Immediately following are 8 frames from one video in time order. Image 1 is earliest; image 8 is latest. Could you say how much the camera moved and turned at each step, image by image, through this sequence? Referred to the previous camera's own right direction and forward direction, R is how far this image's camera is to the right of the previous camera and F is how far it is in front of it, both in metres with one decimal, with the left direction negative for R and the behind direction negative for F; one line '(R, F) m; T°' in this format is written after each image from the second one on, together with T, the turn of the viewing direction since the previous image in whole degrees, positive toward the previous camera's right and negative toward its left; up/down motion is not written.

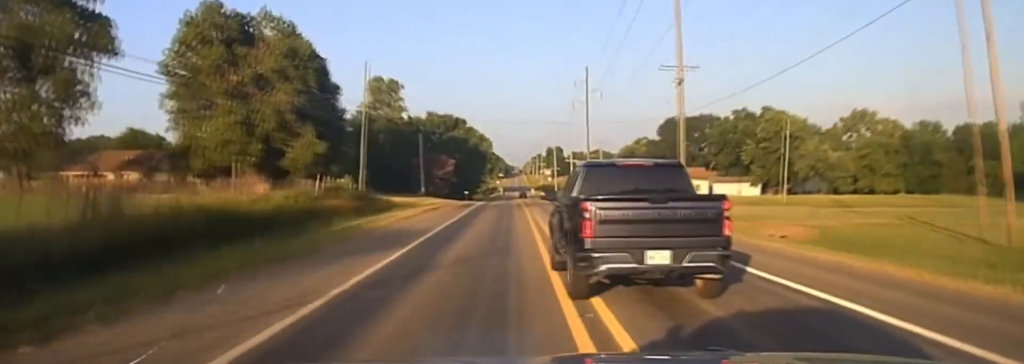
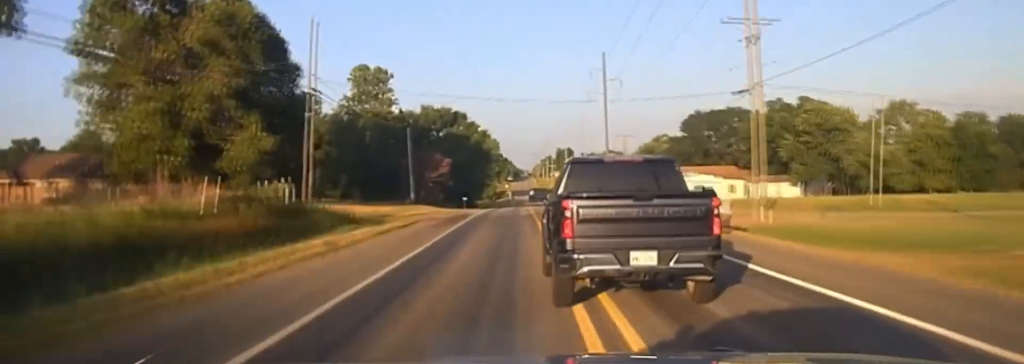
(+0.1, +19.6) m; 0°
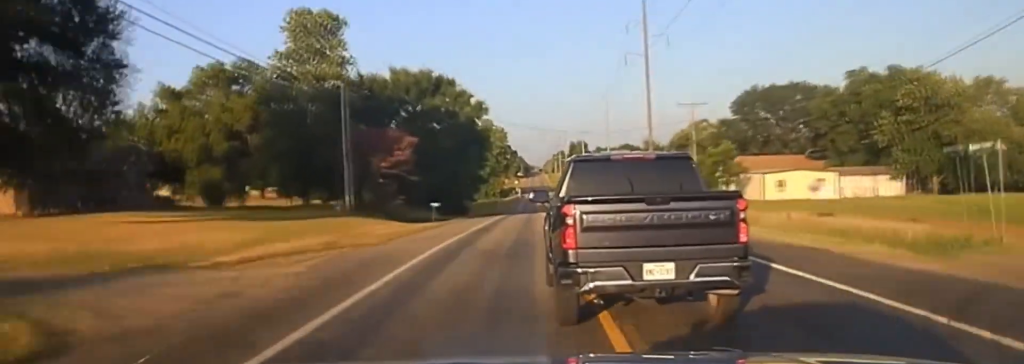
(0.0, +35.2) m; 0°
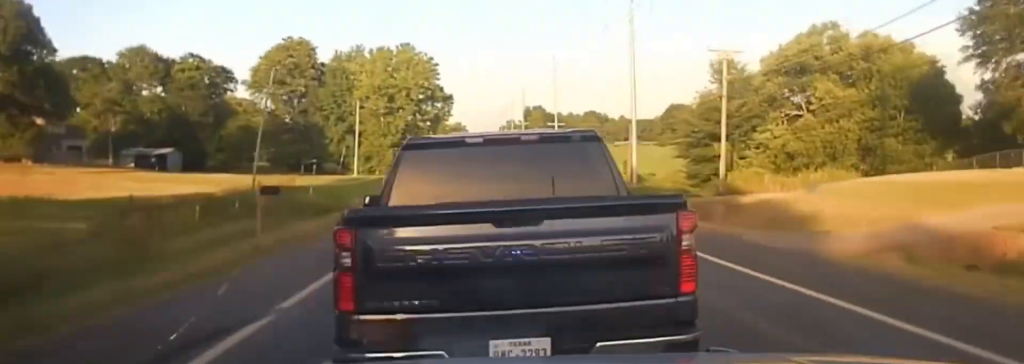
(+0.7, +98.4) m; +2°
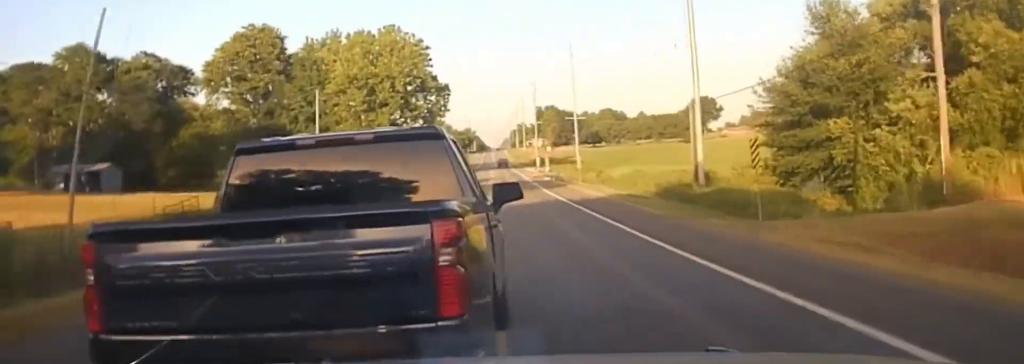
(+0.1, +28.6) m; 0°
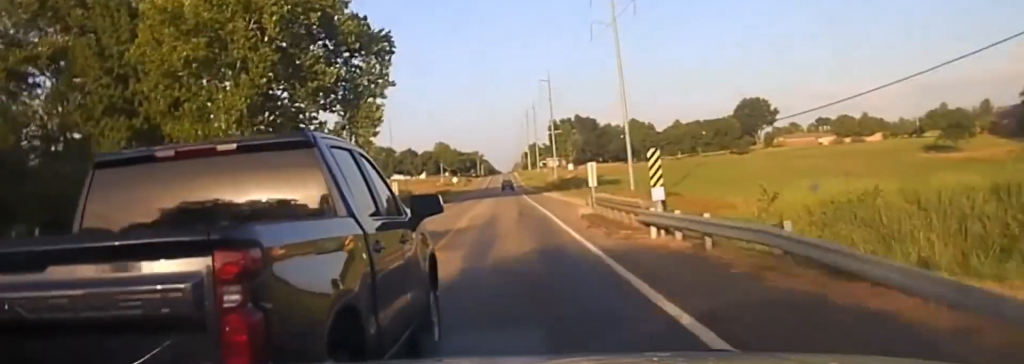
(0.0, +62.5) m; -1°
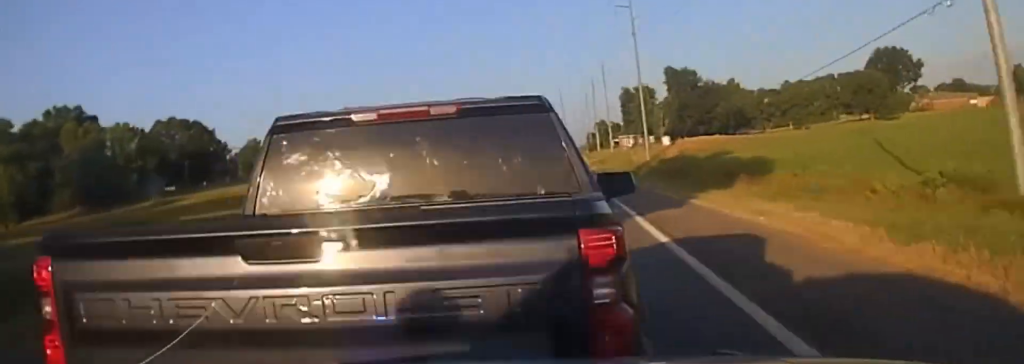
(-1.3, +70.4) m; -2°
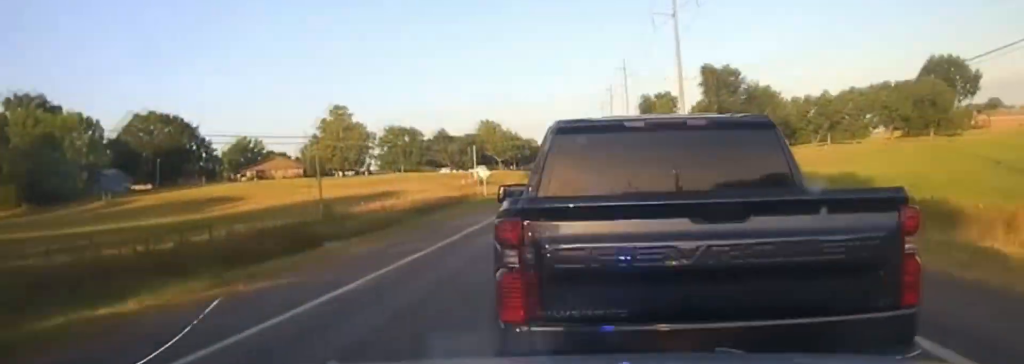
(-0.1, +24.5) m; -1°
